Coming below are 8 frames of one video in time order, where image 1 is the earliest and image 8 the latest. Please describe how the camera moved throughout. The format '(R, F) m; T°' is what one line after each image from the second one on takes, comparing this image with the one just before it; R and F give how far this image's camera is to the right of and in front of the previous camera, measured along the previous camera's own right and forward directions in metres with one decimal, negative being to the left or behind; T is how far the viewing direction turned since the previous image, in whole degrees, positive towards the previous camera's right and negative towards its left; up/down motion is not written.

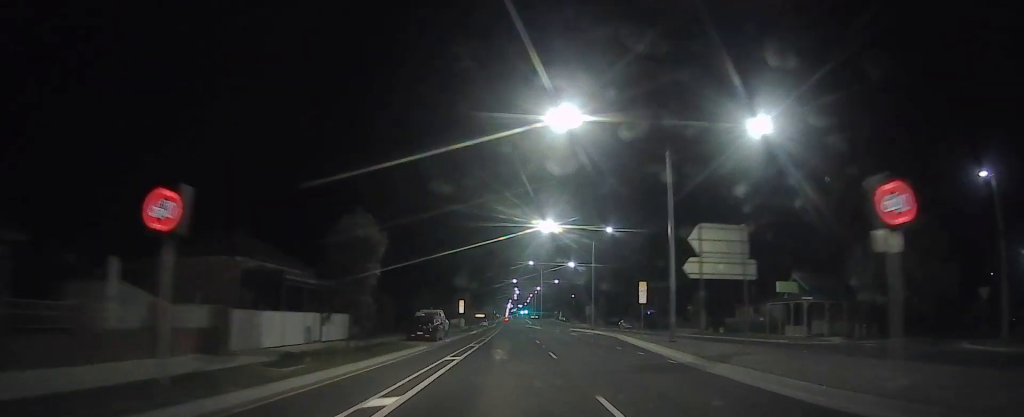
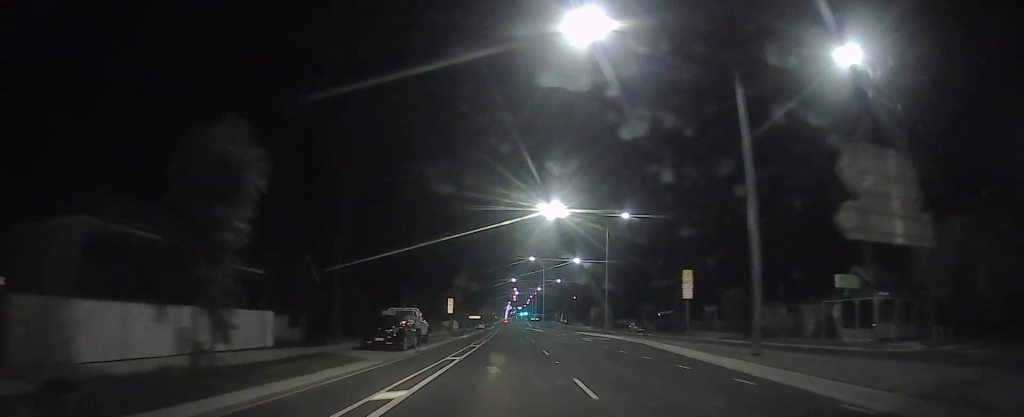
(0.0, +9.3) m; 0°
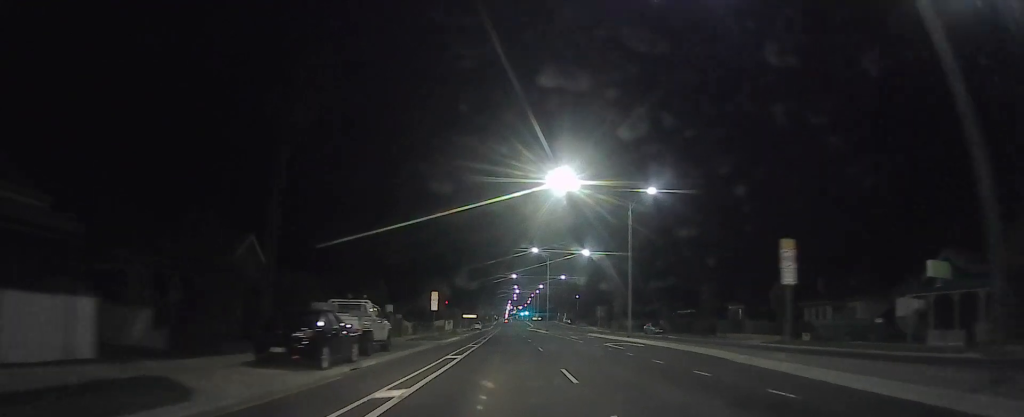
(0.0, +9.9) m; 0°
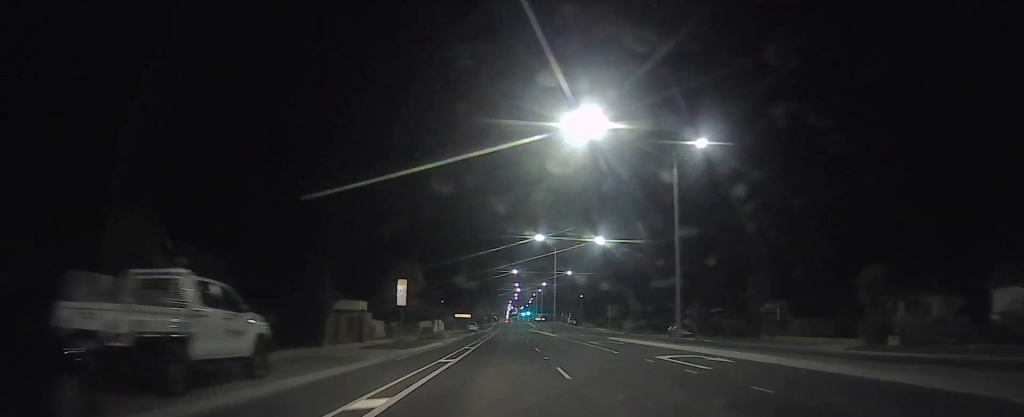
(0.0, +11.6) m; 0°
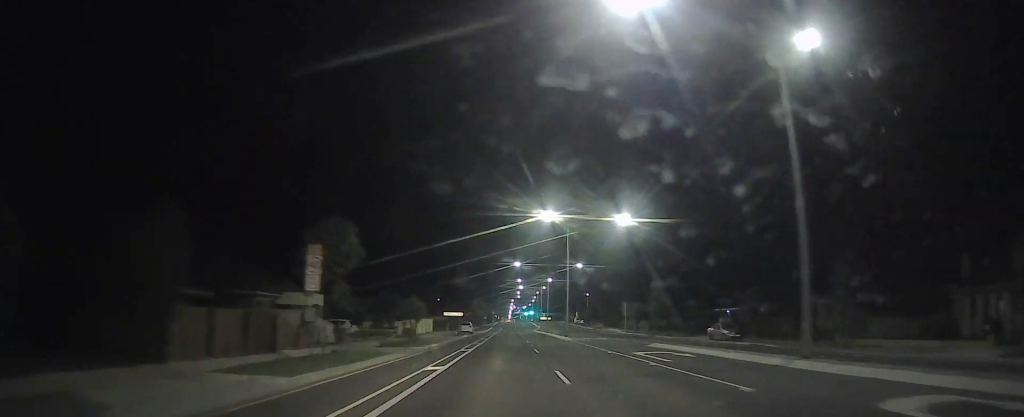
(0.0, +12.8) m; 0°
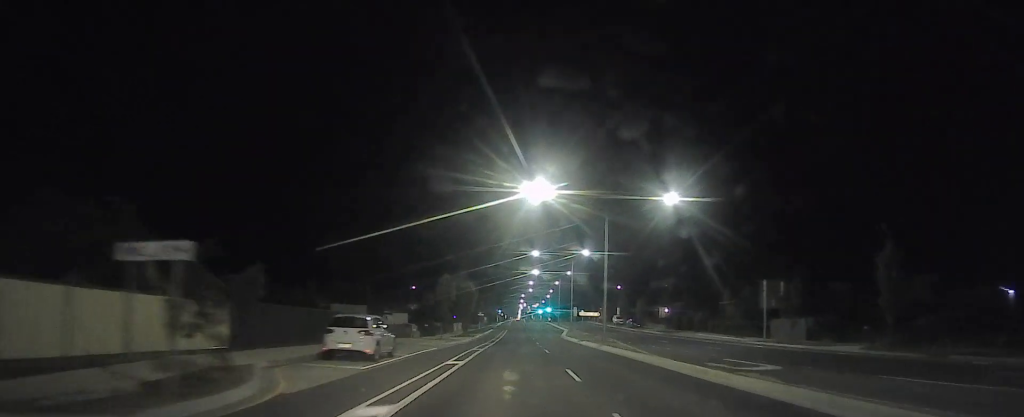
(-1.5, +48.1) m; 0°
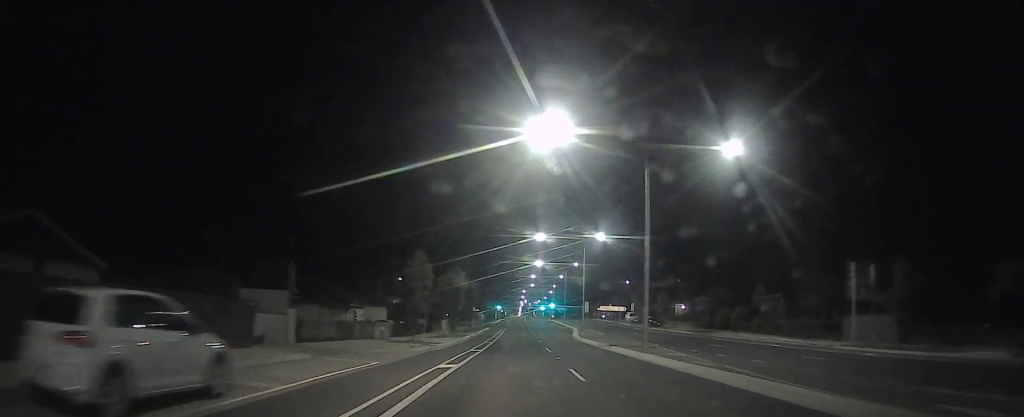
(+0.3, +12.1) m; +2°
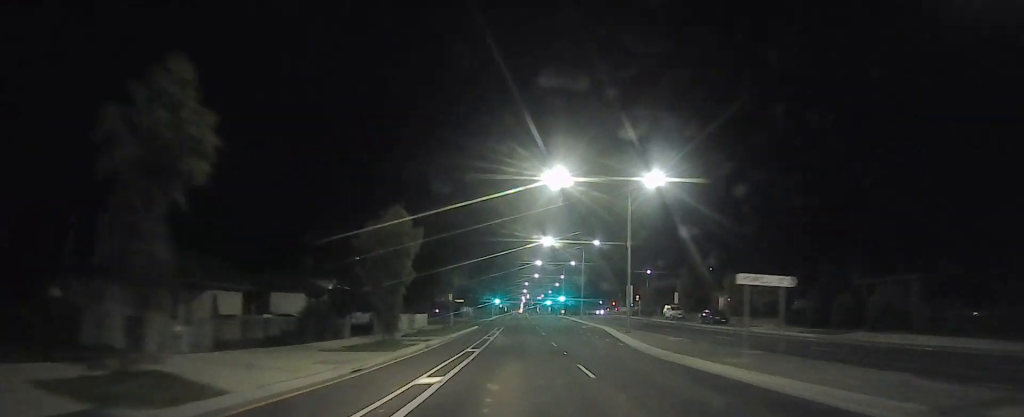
(+0.1, +24.3) m; -2°
